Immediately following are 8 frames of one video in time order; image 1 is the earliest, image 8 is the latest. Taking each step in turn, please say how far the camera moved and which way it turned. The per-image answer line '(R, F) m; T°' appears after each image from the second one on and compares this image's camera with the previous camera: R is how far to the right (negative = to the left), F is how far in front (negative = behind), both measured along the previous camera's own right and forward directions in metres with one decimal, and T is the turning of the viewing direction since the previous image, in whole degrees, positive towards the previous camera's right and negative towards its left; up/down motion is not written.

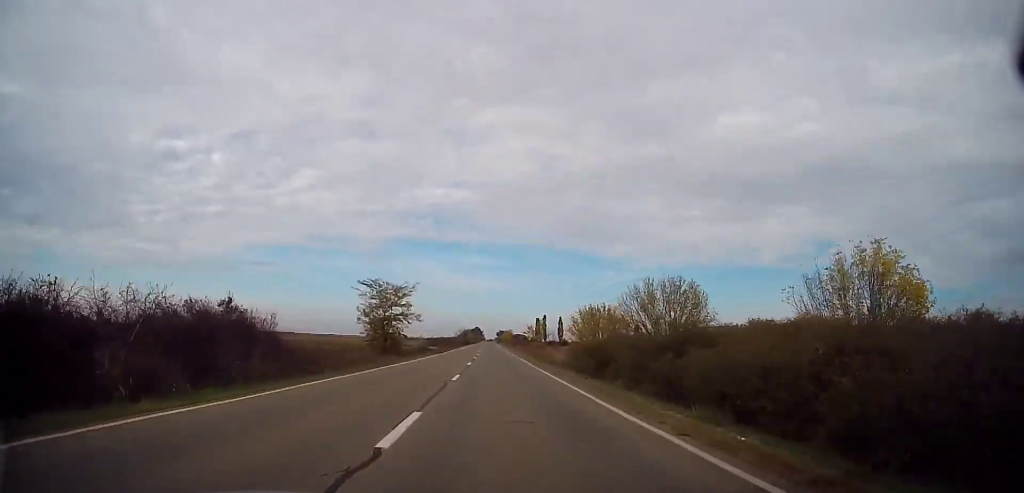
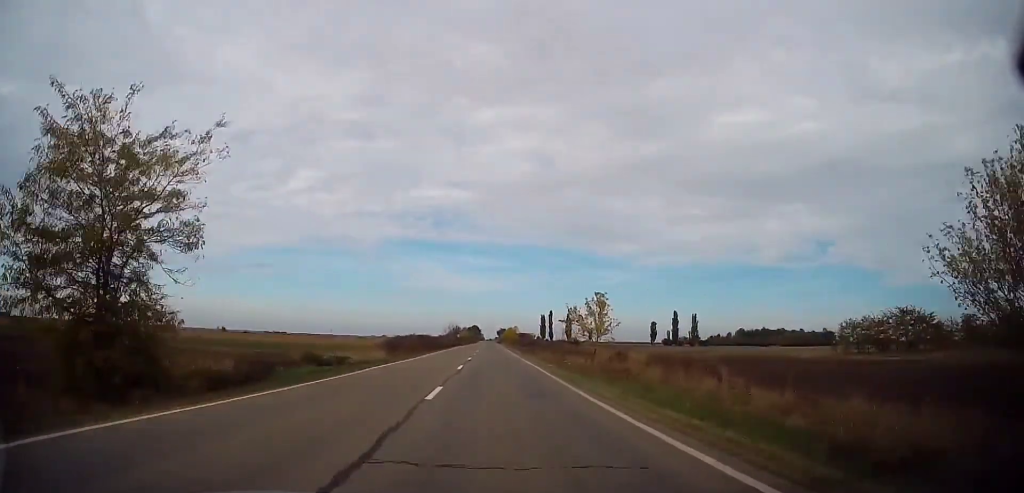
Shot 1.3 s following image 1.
(-0.1, +40.3) m; 0°
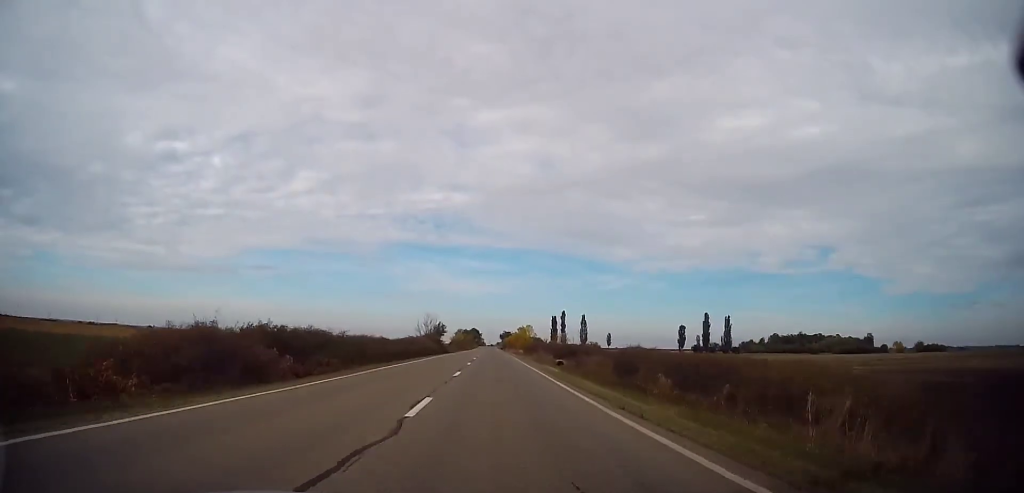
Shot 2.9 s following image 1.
(0.0, +48.5) m; 0°
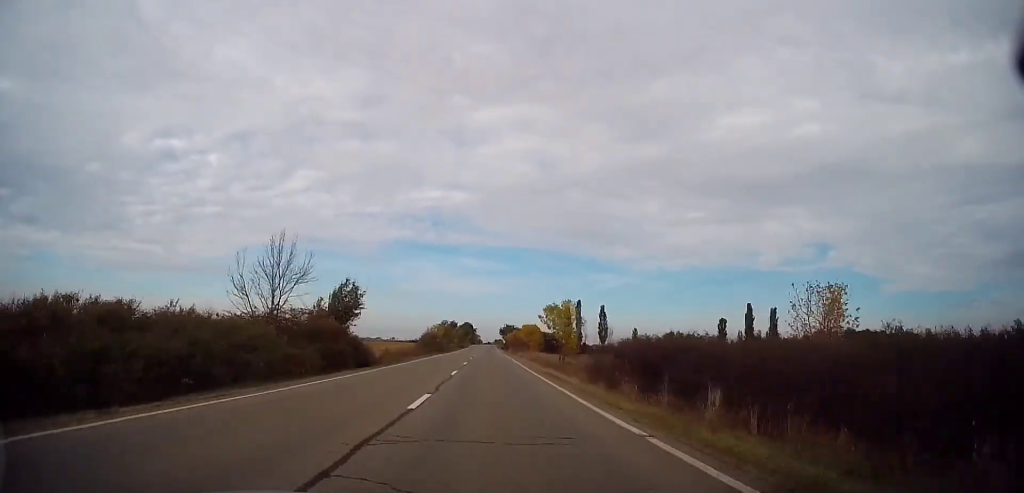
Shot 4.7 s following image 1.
(+0.2, +56.0) m; 0°
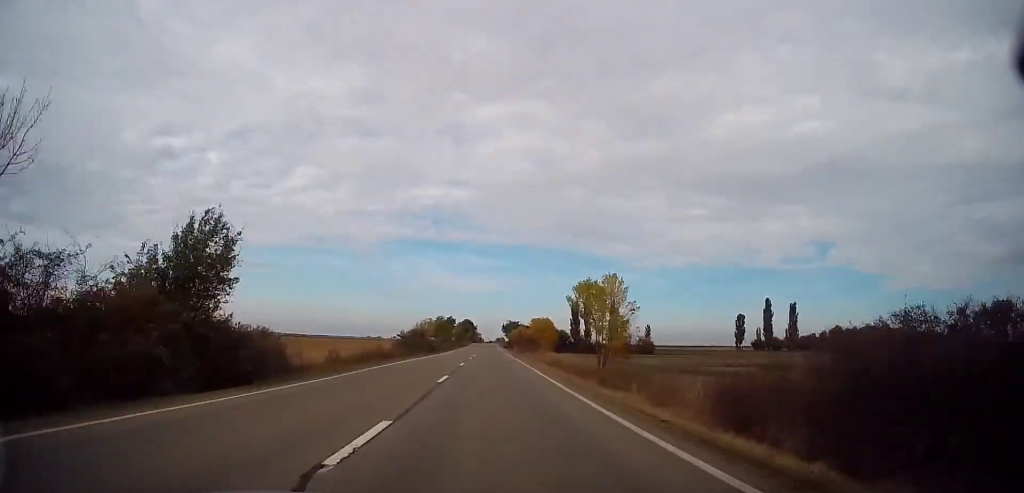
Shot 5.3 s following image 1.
(-0.1, +16.8) m; 0°
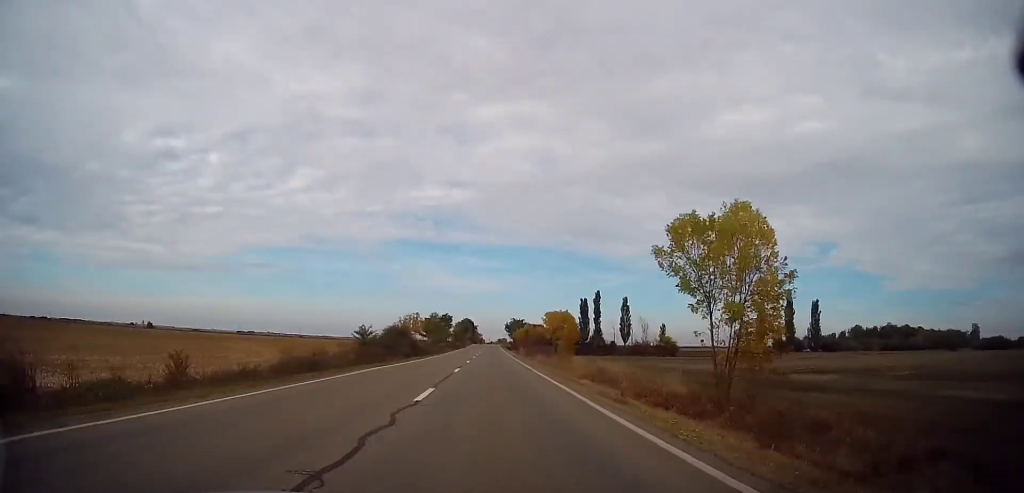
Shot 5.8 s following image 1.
(+0.1, +16.8) m; 0°
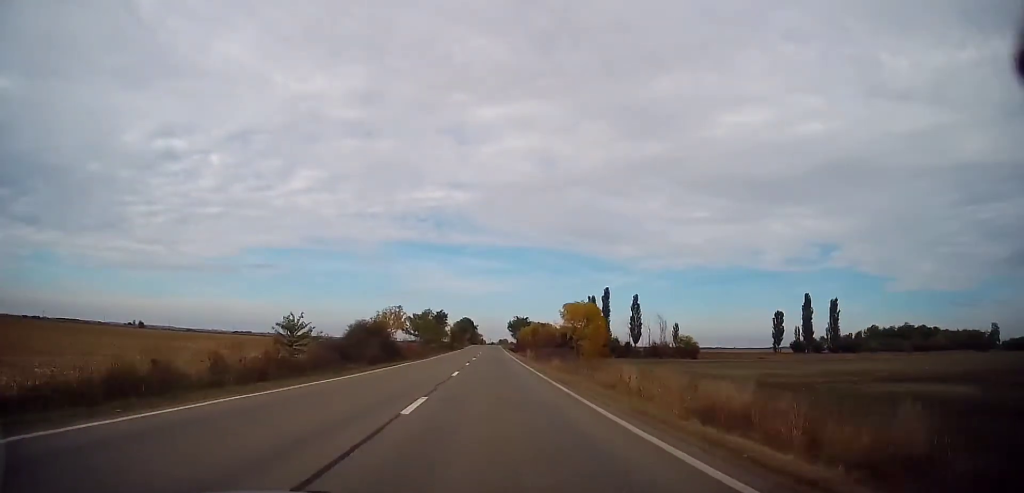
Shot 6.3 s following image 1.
(+0.2, +13.2) m; 0°
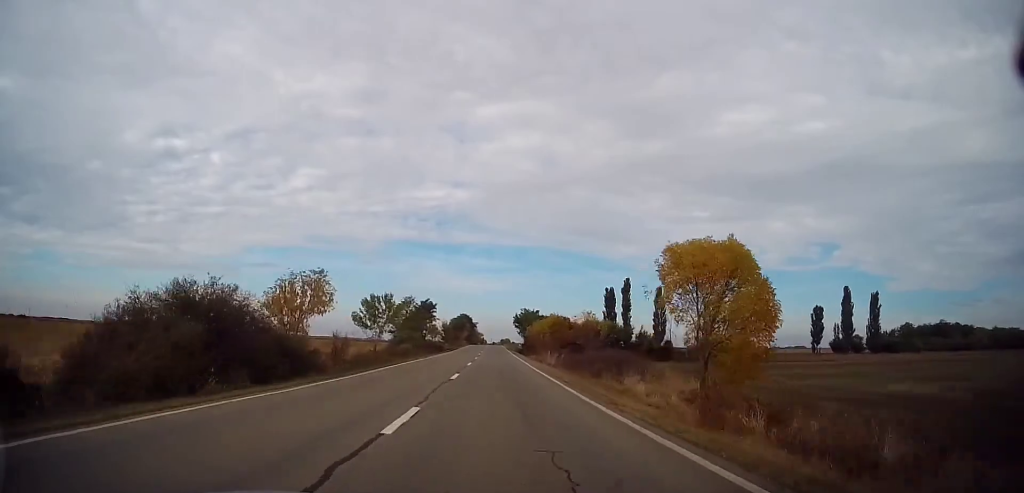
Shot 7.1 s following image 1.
(-0.3, +24.9) m; -1°
